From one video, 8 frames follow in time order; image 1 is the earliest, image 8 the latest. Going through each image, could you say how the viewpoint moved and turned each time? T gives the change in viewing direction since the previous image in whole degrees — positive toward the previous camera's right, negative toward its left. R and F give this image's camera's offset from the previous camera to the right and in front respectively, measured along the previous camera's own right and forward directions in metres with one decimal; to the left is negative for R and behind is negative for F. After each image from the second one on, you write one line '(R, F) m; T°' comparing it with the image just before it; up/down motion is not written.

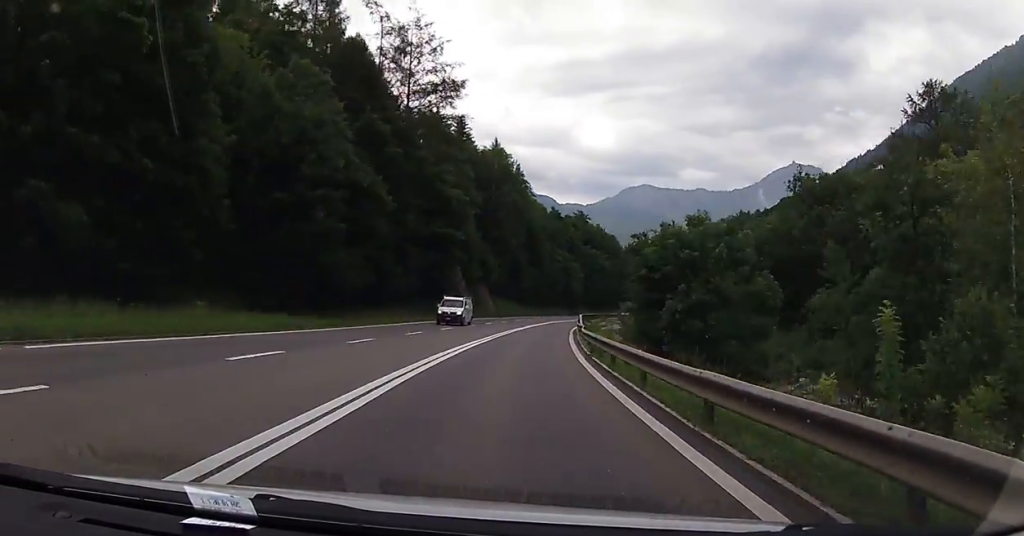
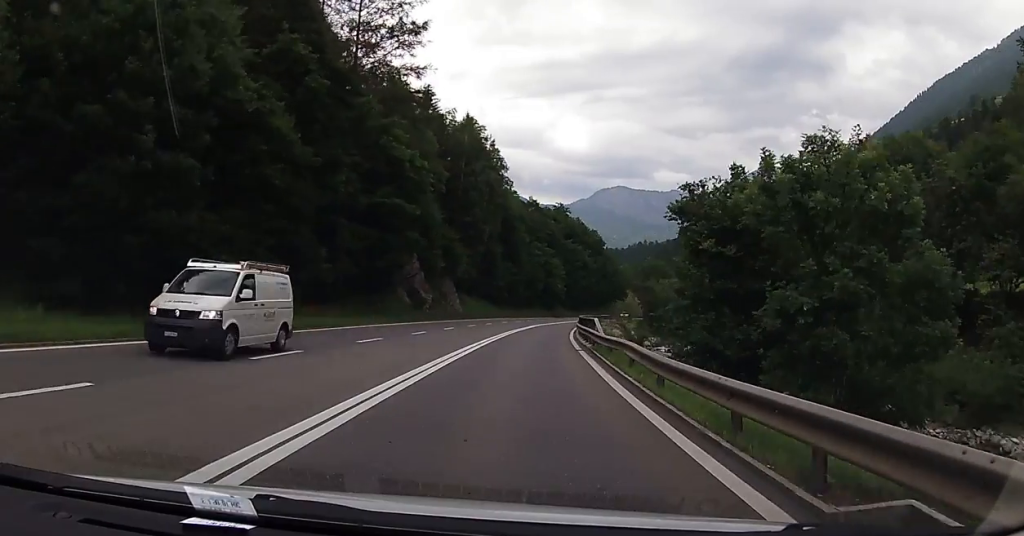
(0.0, +16.5) m; +2°
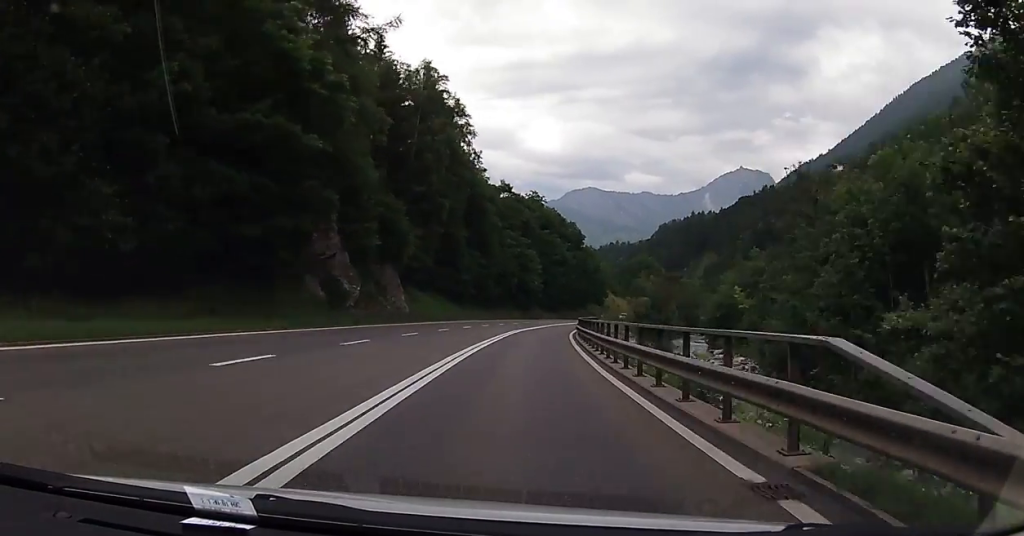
(+0.6, +19.3) m; +3°
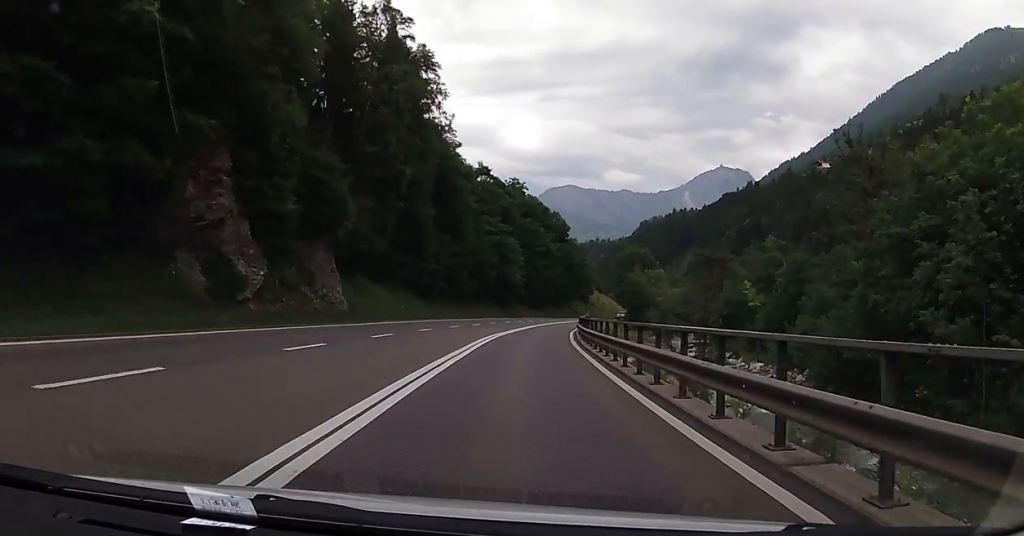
(+0.2, +13.6) m; +2°
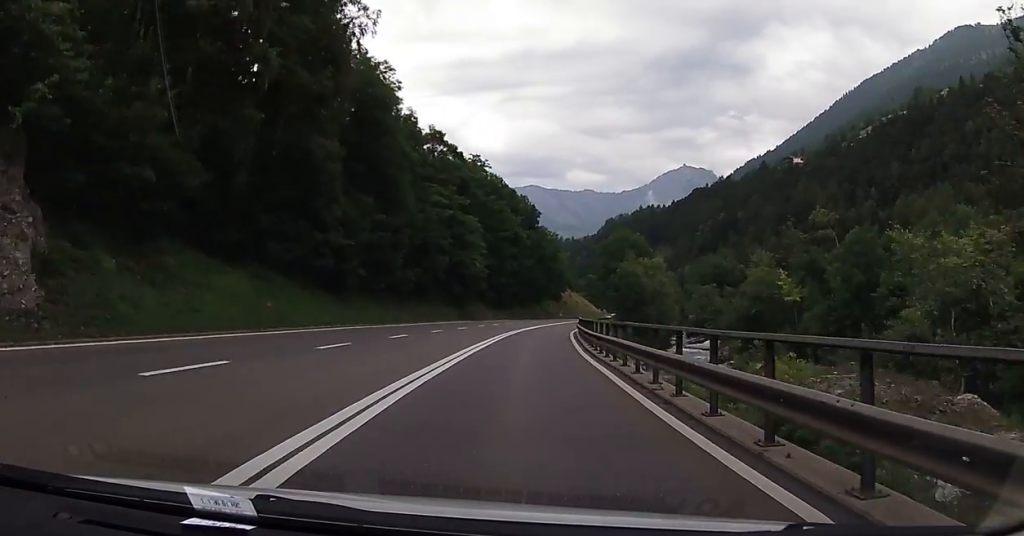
(+0.8, +23.7) m; +4°
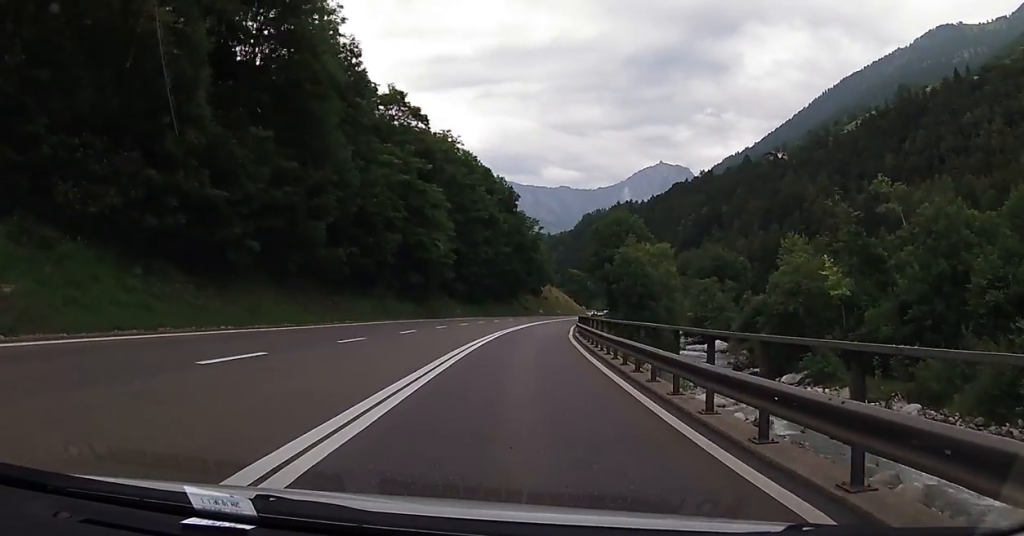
(+0.4, +15.7) m; +2°
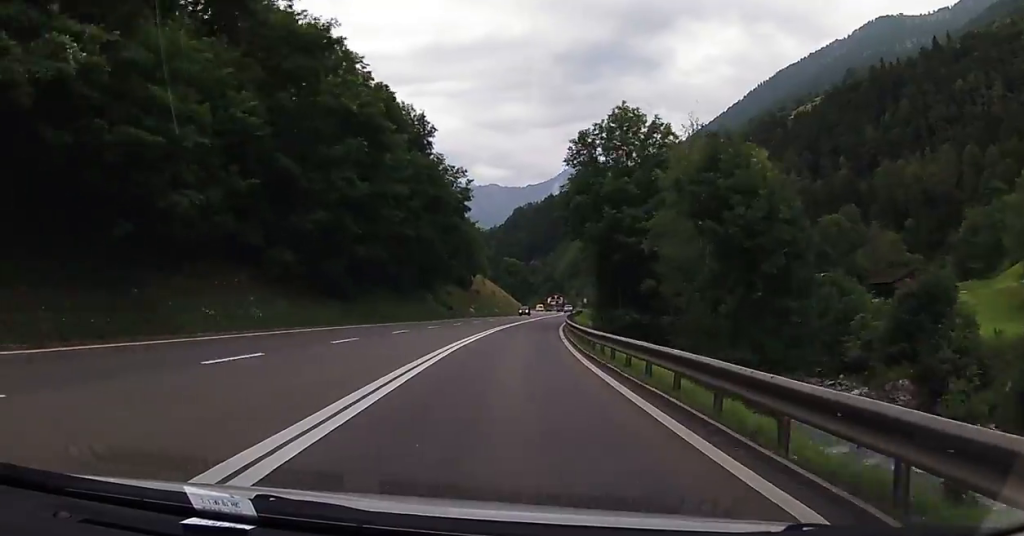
(+1.9, +43.0) m; +6°
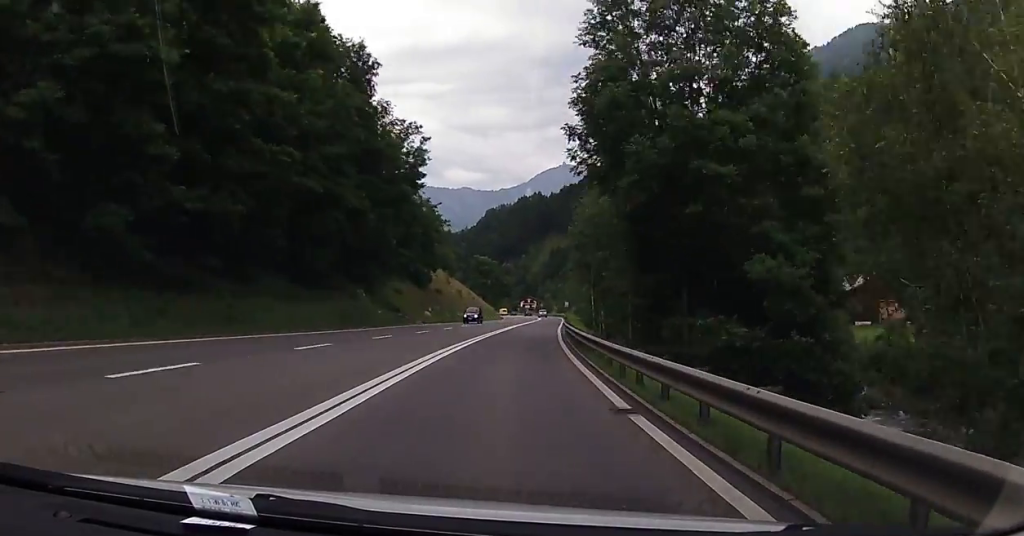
(+0.6, +20.7) m; +3°
